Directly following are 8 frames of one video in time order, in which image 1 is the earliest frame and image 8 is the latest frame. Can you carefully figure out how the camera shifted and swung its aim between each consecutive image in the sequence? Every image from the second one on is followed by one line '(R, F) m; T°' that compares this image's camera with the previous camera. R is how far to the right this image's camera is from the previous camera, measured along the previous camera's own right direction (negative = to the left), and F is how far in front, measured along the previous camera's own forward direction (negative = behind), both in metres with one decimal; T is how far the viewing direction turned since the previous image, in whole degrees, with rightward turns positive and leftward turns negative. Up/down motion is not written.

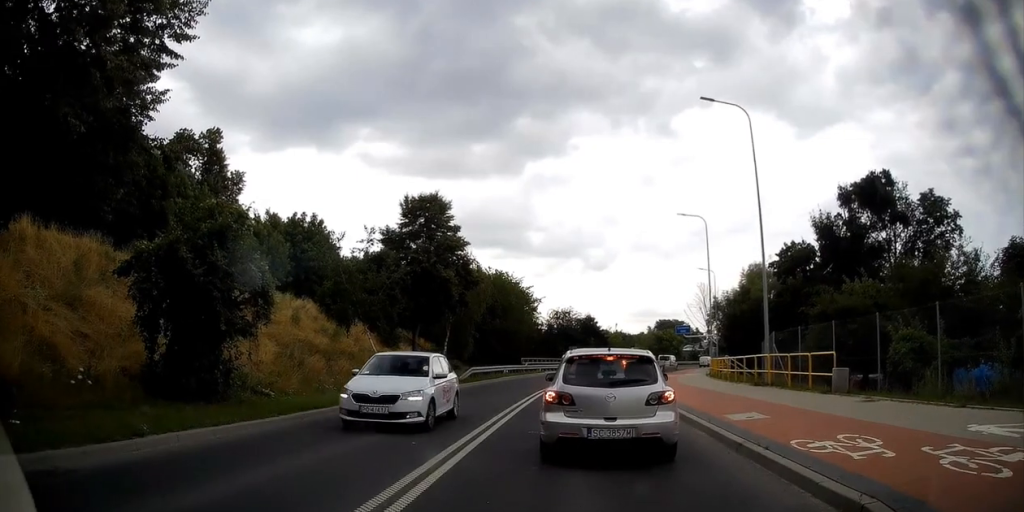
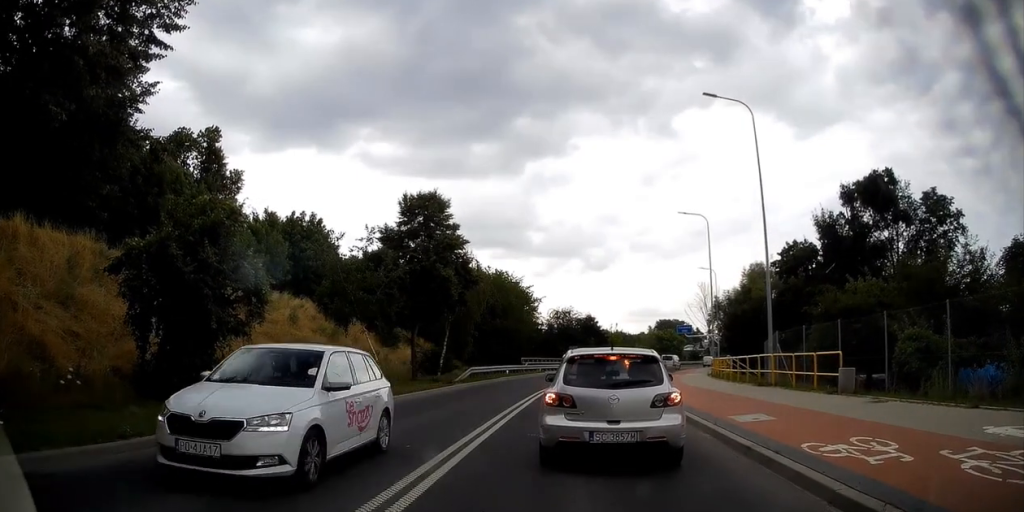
(-0.1, +0.5) m; 0°
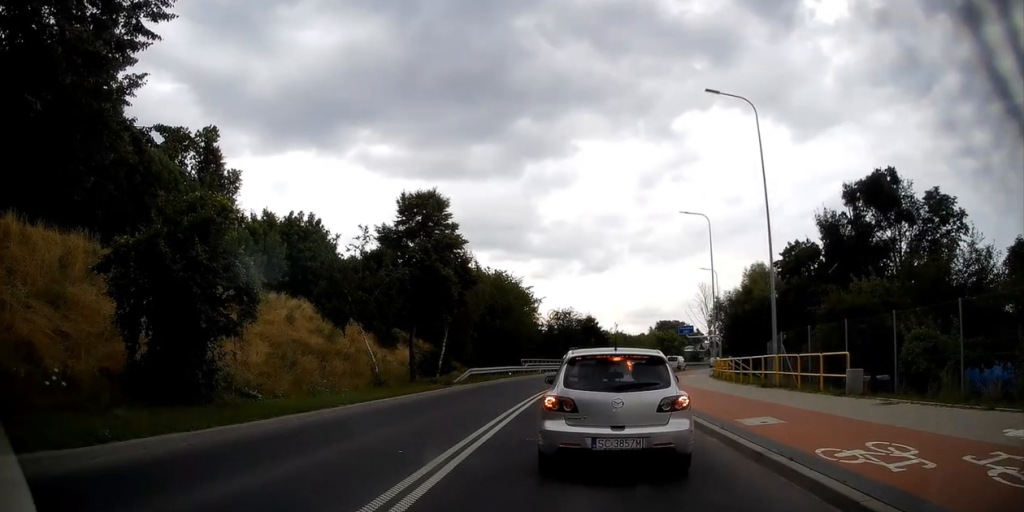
(0.0, +0.1) m; 0°
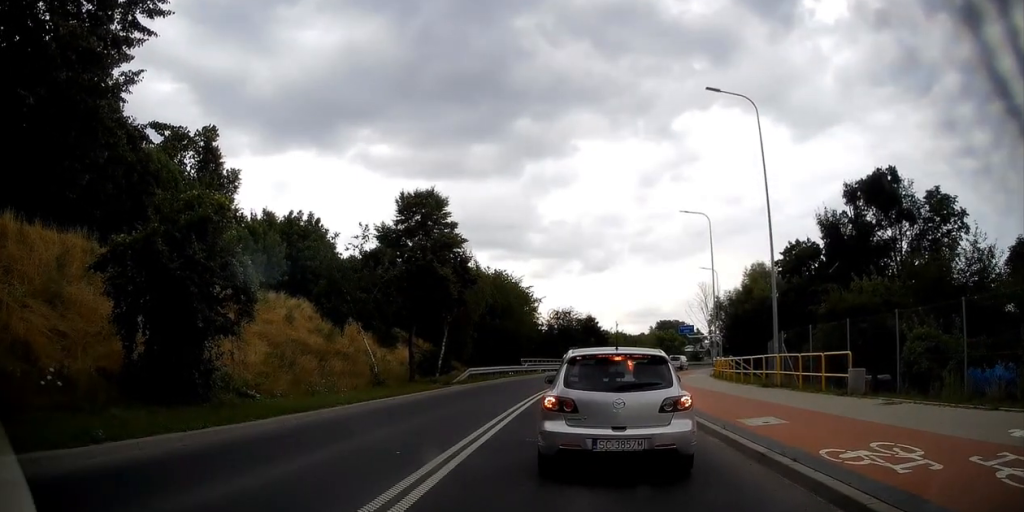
(0.0, -0.1) m; 0°
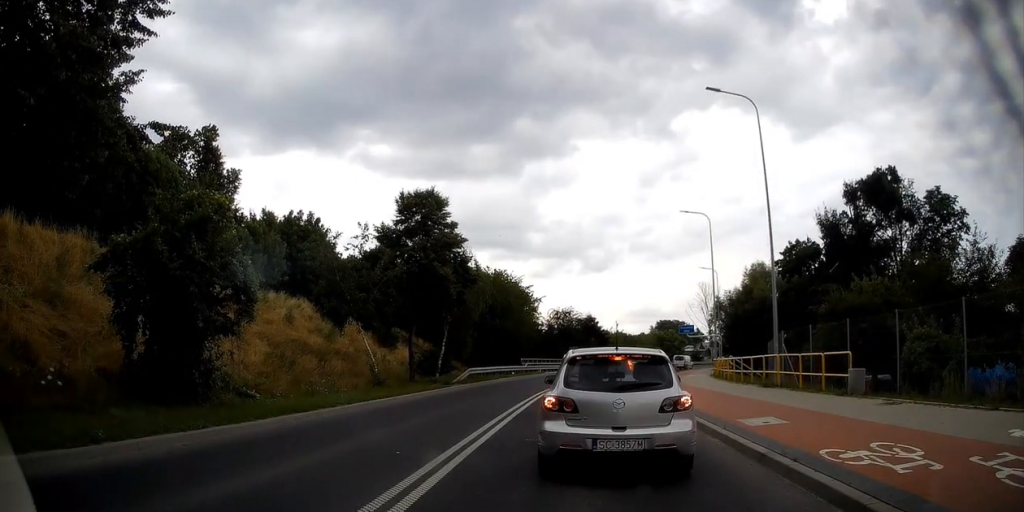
(0.0, -0.1) m; 0°
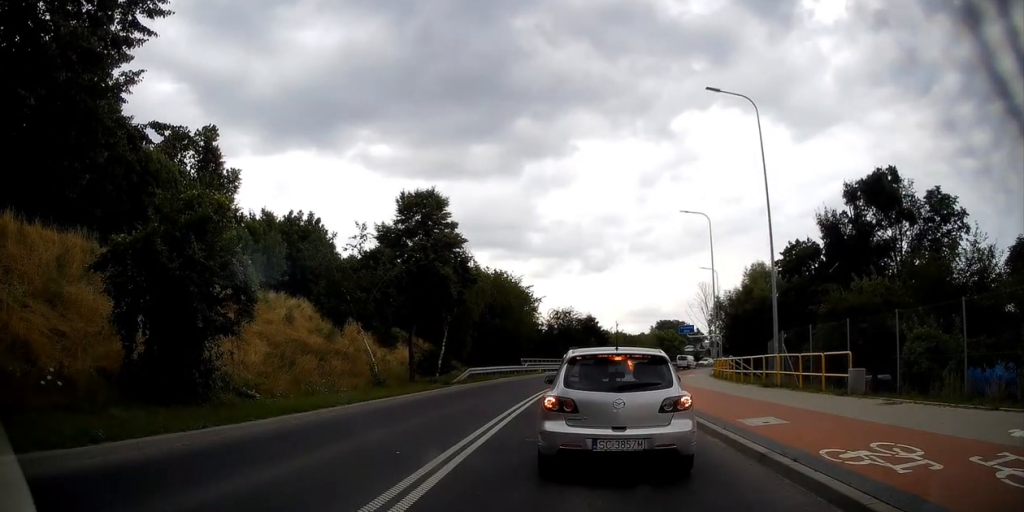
(0.0, 0.0) m; 0°
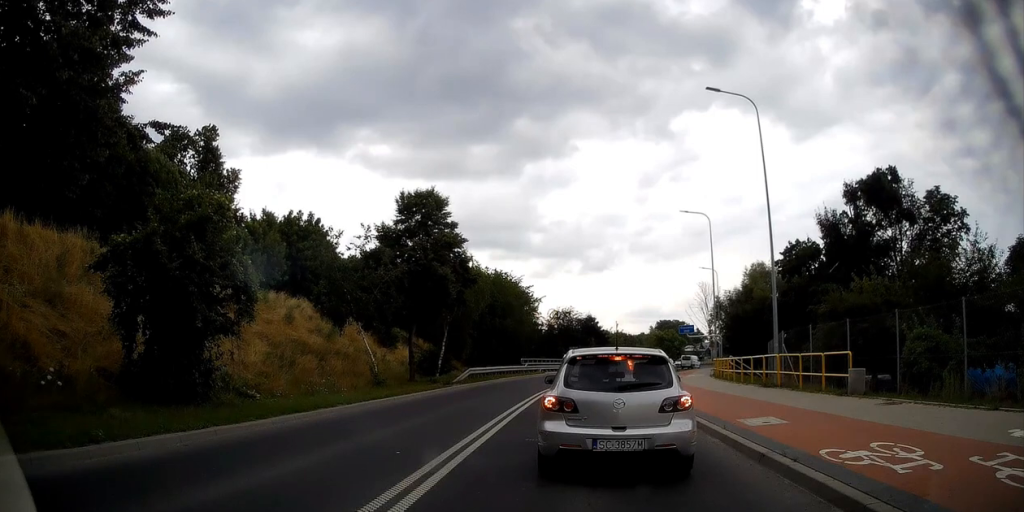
(0.0, -0.1) m; 0°
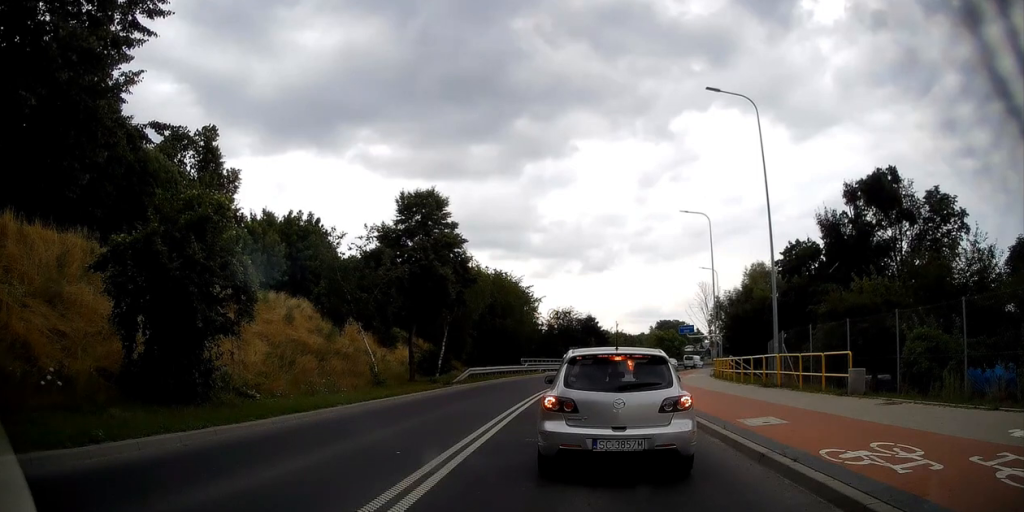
(-0.1, -0.1) m; 0°
